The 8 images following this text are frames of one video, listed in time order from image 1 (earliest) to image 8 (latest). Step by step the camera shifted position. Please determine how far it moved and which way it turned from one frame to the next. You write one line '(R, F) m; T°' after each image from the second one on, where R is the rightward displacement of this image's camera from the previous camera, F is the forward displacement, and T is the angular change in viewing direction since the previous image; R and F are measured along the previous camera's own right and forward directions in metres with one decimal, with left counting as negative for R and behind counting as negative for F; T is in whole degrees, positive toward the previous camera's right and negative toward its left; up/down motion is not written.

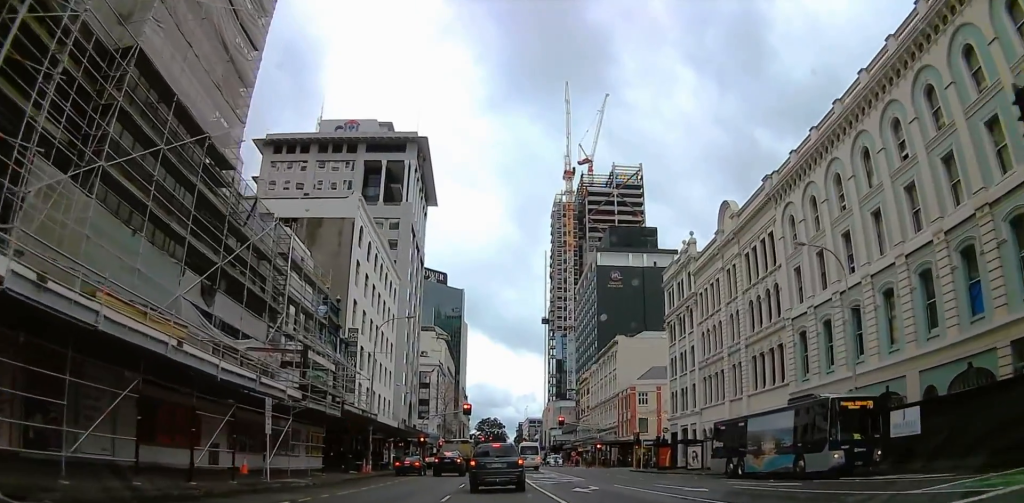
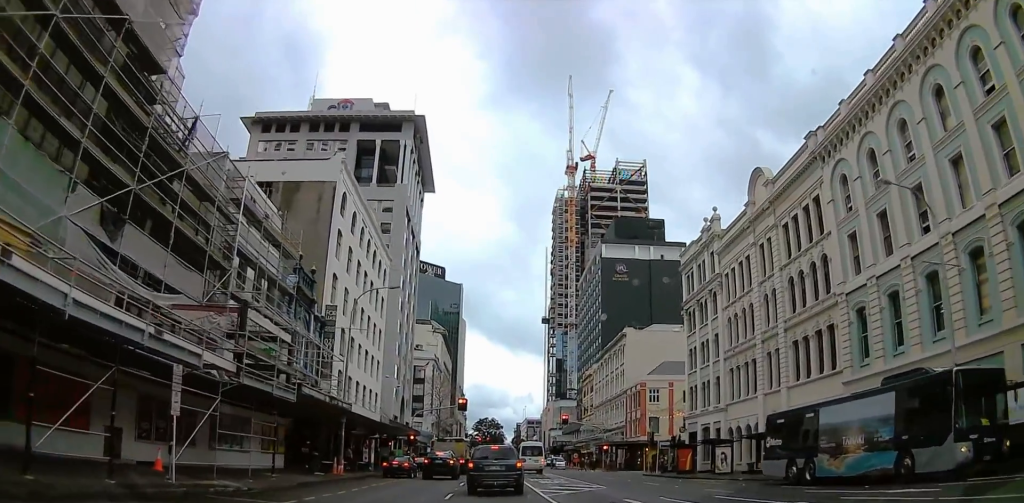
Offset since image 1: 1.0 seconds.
(-0.1, +7.5) m; -3°
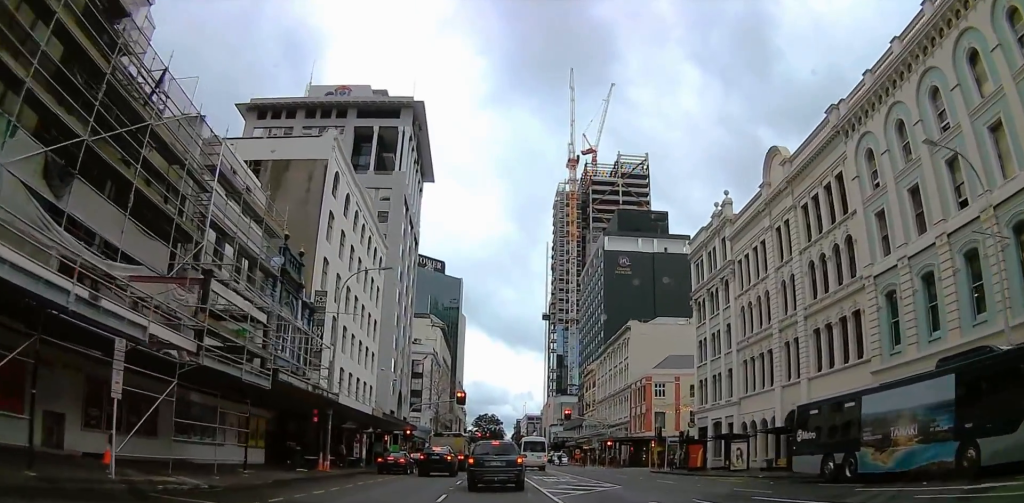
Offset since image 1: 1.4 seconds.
(0.0, +3.3) m; -2°
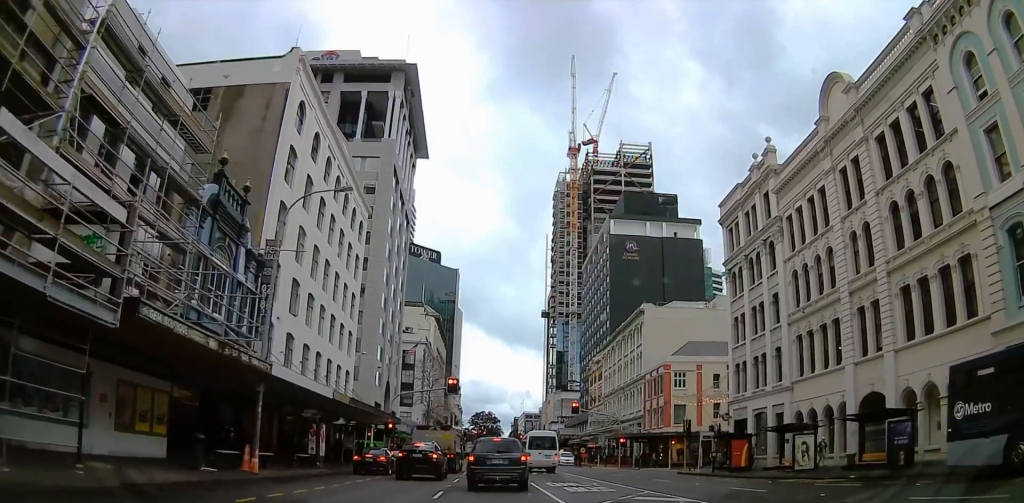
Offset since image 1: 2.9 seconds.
(-0.2, +10.7) m; +2°
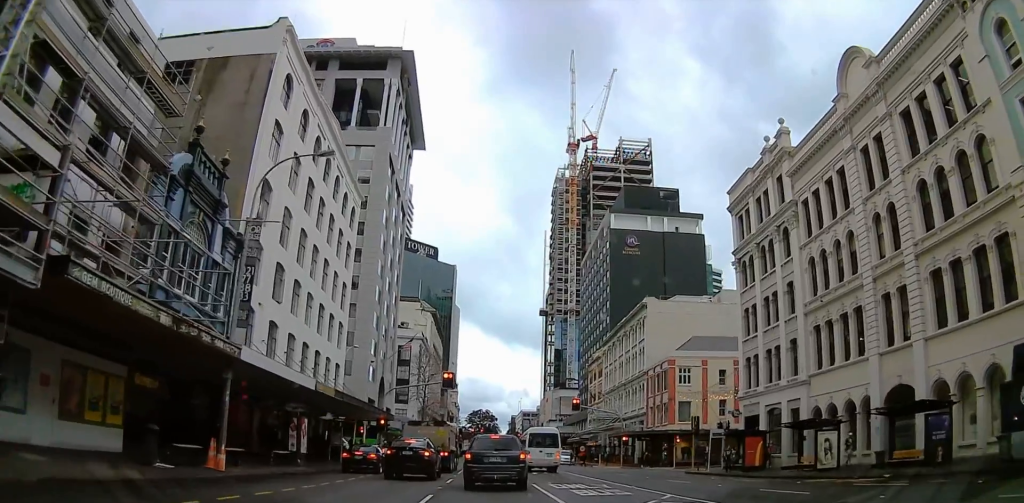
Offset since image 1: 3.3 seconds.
(+0.1, +3.0) m; +2°
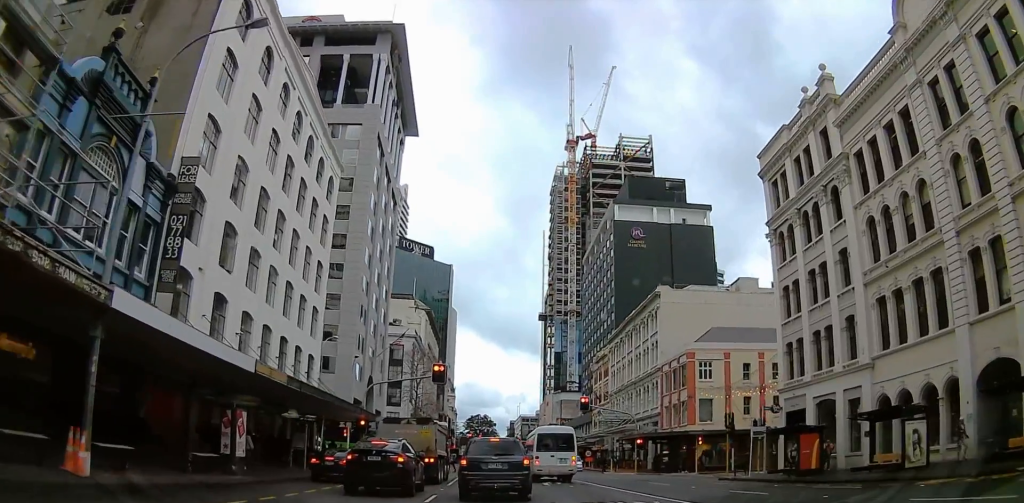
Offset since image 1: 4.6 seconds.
(+0.1, +7.8) m; -2°
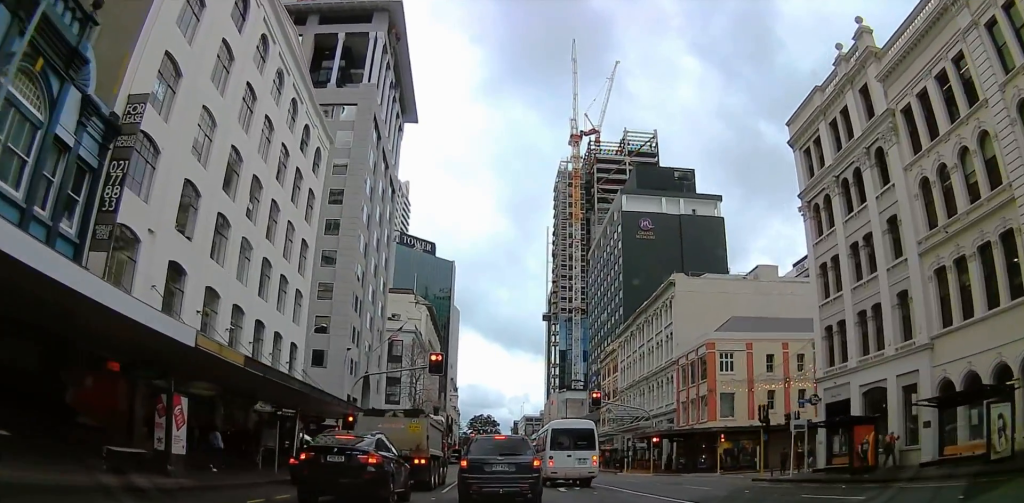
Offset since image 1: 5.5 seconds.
(-0.3, +5.8) m; -5°
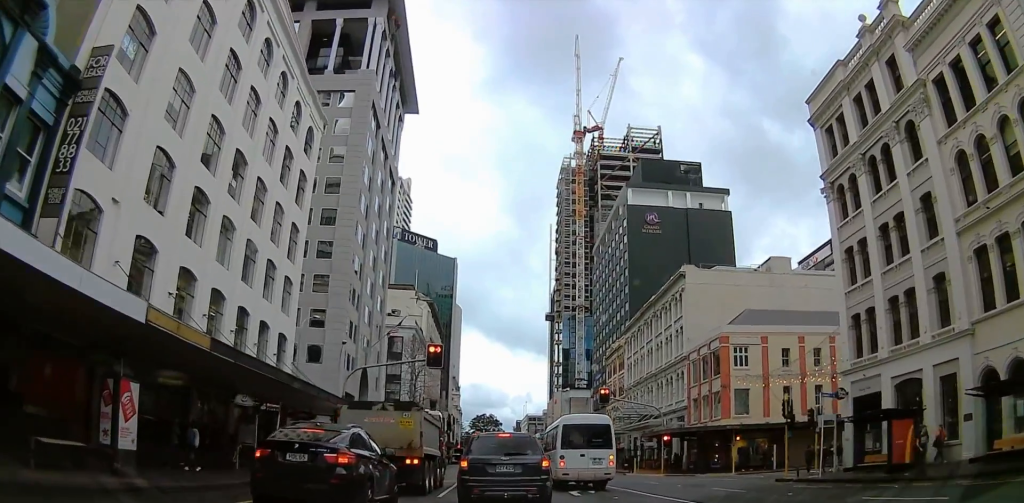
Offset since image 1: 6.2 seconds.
(-0.2, +3.4) m; -2°
